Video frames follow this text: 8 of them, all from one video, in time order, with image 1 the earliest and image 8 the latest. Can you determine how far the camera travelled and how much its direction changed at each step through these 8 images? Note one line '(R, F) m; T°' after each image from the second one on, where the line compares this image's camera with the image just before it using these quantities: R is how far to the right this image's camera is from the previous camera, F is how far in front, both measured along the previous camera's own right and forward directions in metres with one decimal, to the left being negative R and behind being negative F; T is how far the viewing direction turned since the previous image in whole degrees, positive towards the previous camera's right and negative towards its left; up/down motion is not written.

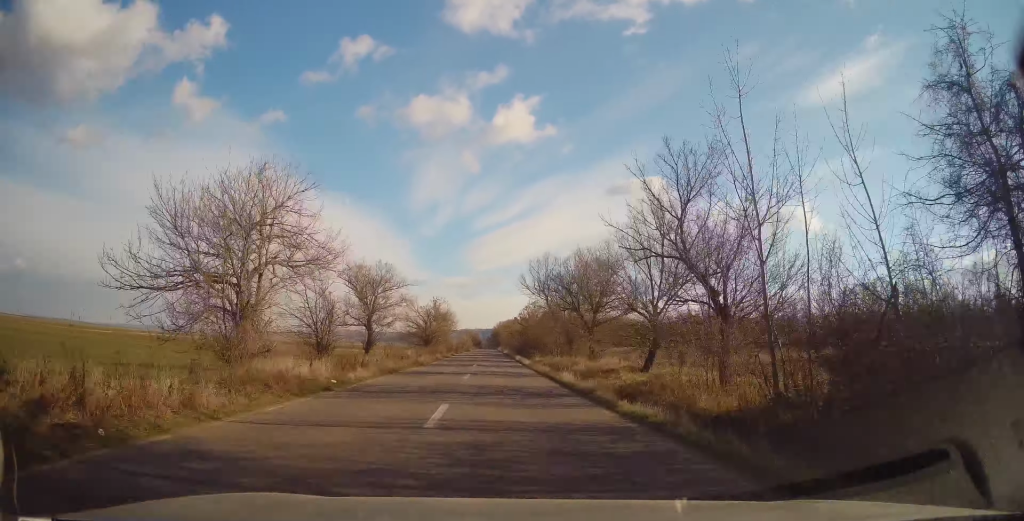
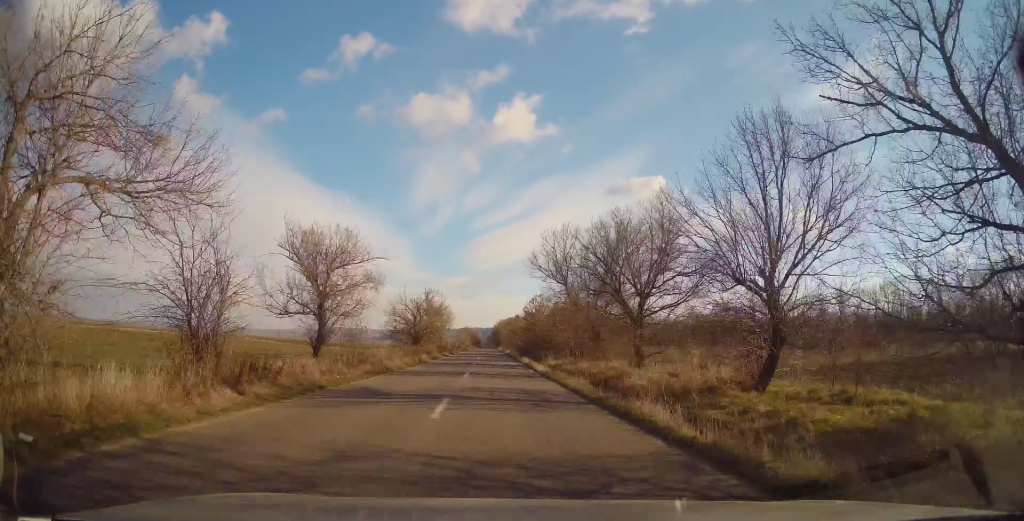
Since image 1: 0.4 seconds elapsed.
(-0.2, +11.4) m; 0°
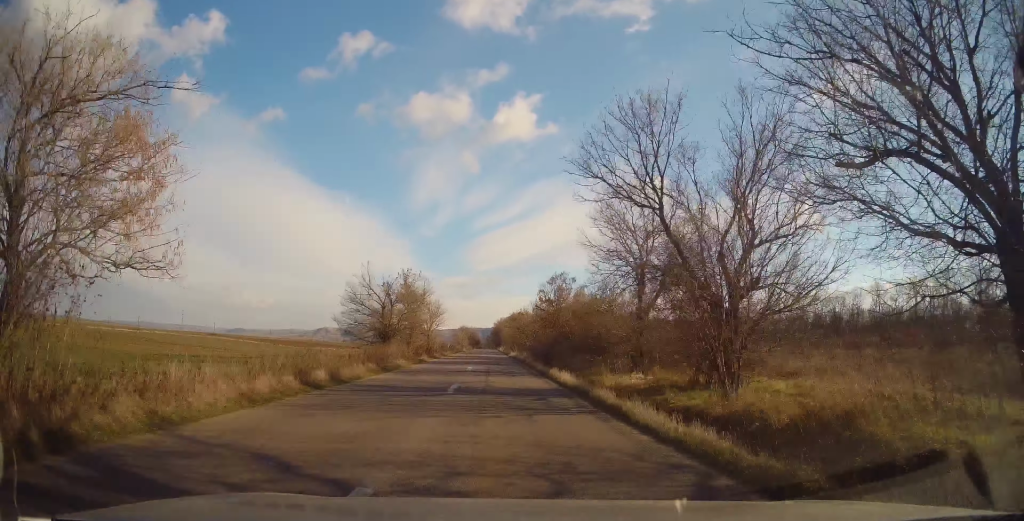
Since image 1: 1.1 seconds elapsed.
(+0.3, +18.9) m; 0°
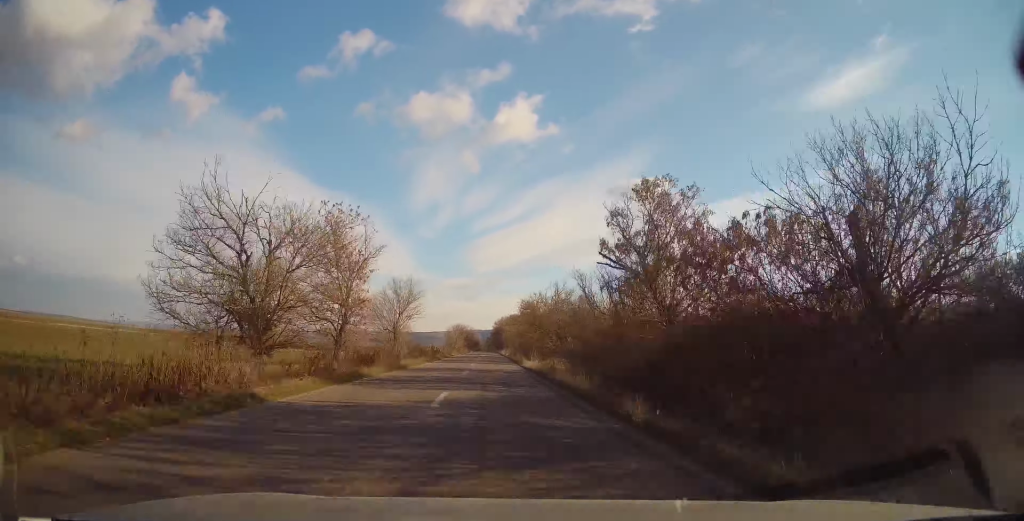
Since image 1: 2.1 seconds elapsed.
(0.0, +26.9) m; 0°
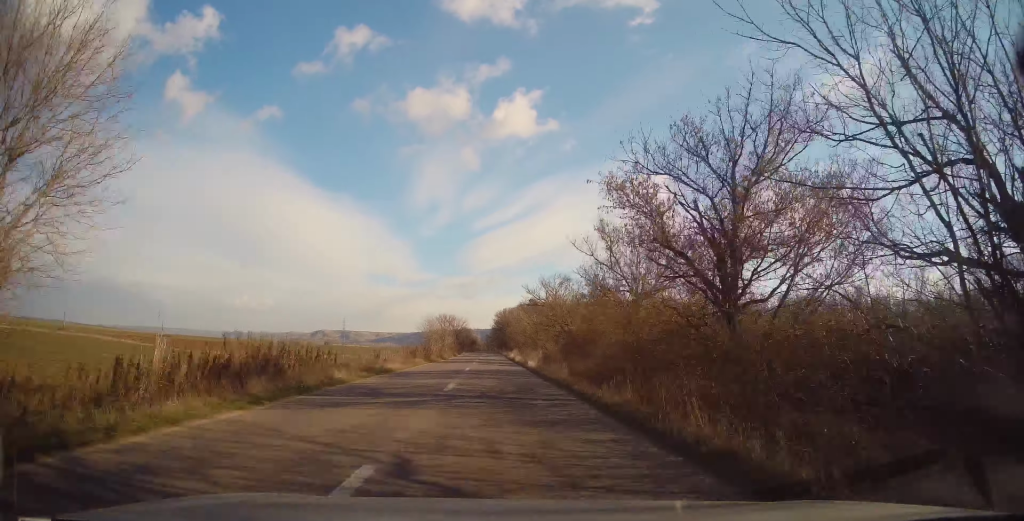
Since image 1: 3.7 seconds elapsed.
(+0.2, +44.1) m; +1°
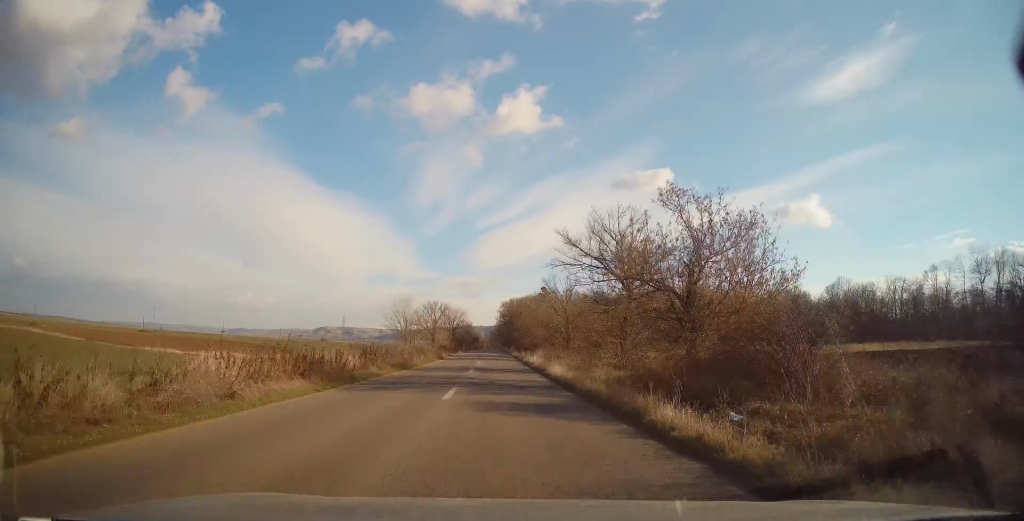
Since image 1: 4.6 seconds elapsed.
(0.0, +26.0) m; -1°
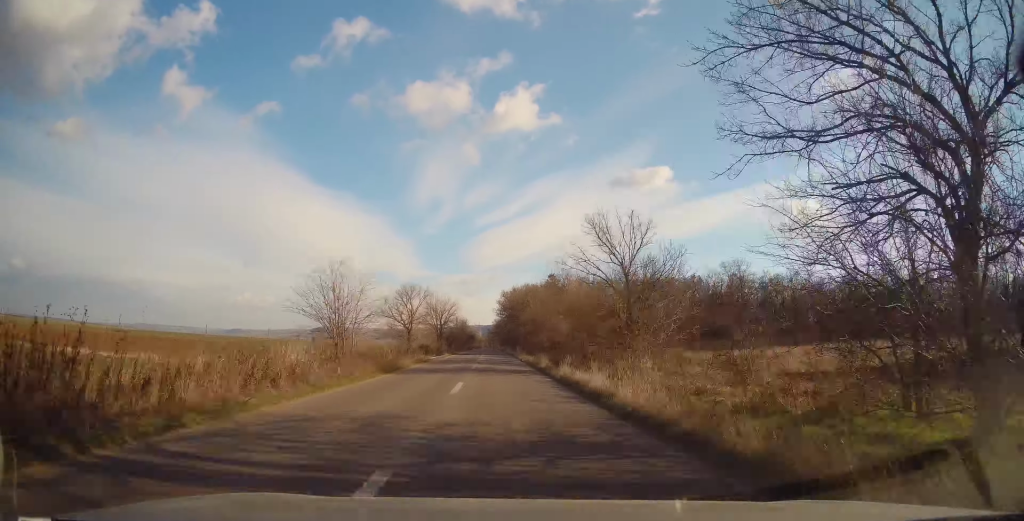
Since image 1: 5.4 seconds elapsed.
(-0.3, +21.8) m; 0°
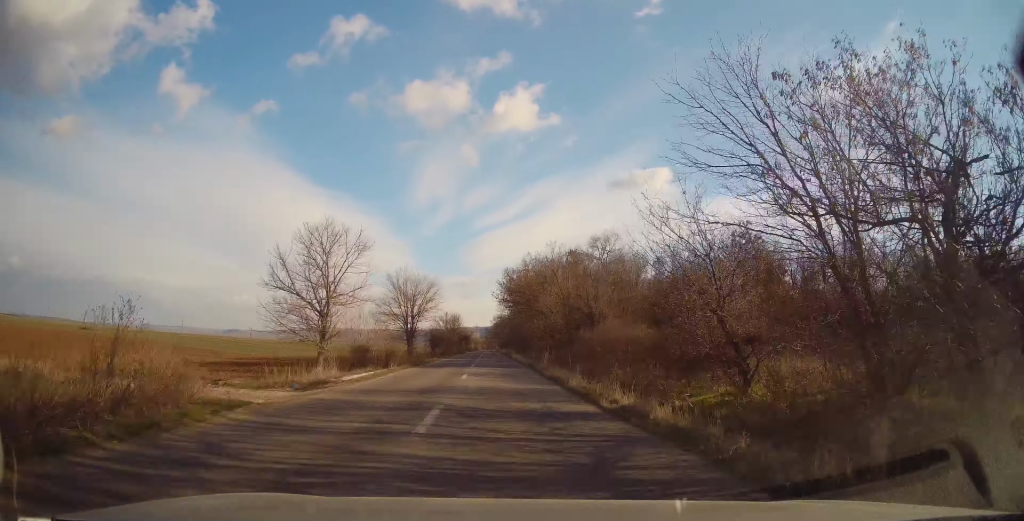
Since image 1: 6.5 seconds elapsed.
(+0.1, +30.3) m; +1°
